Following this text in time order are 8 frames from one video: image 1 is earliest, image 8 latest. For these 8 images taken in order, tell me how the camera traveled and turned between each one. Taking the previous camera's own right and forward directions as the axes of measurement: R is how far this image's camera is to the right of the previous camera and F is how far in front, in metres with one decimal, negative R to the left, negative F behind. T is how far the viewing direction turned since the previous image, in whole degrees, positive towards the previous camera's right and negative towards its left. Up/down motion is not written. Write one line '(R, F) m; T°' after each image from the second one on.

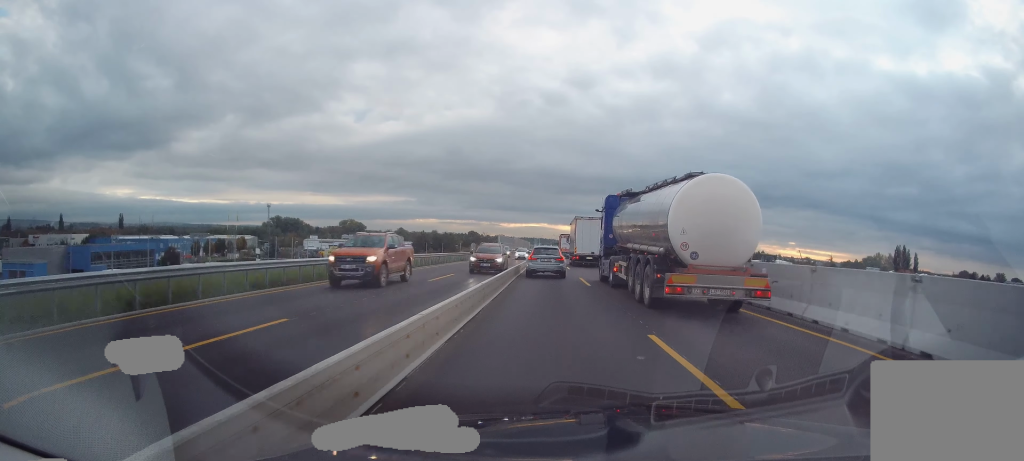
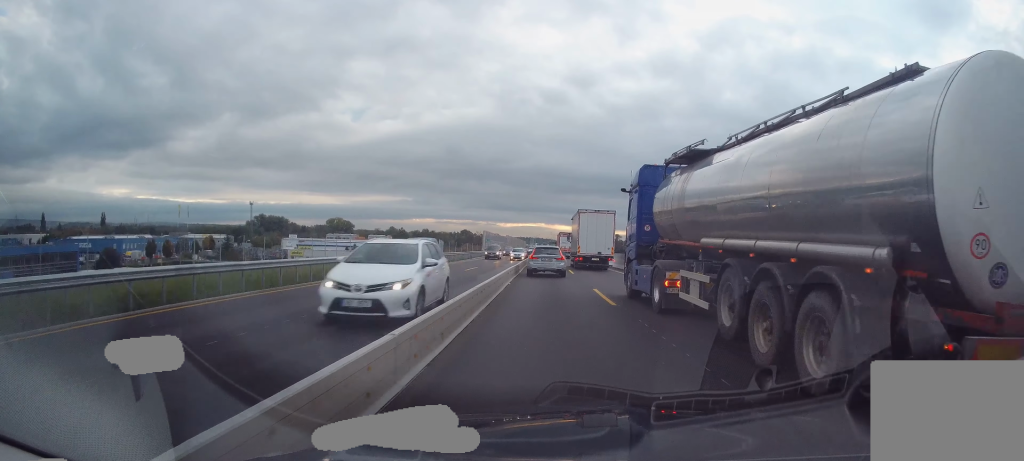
(-0.2, +25.5) m; +1°
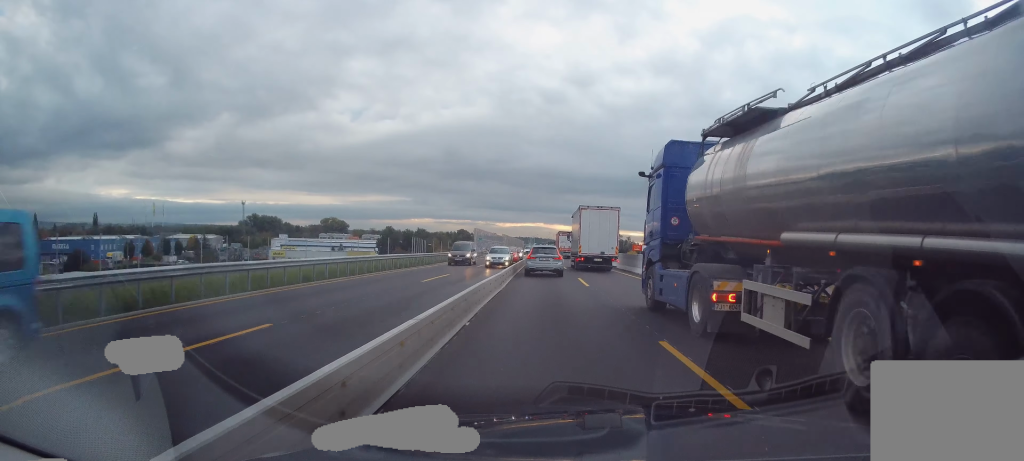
(+0.4, +10.6) m; 0°
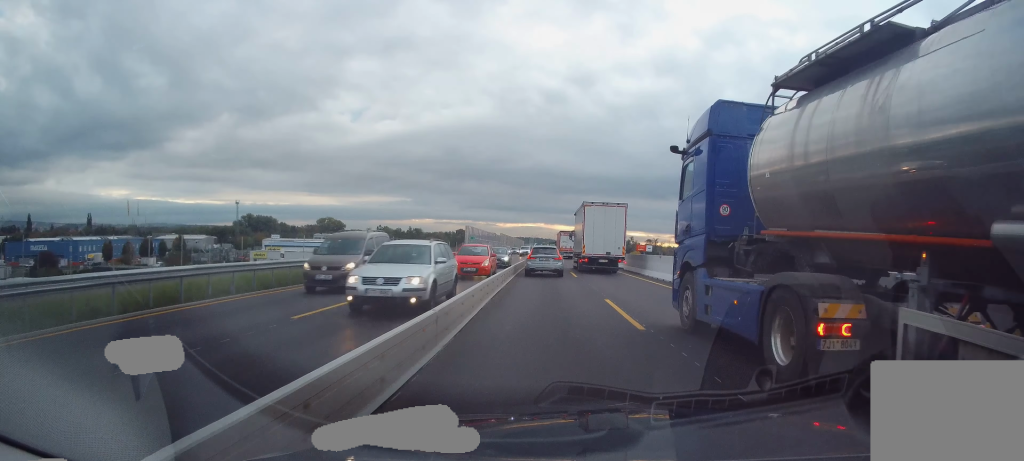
(-0.3, +11.3) m; 0°
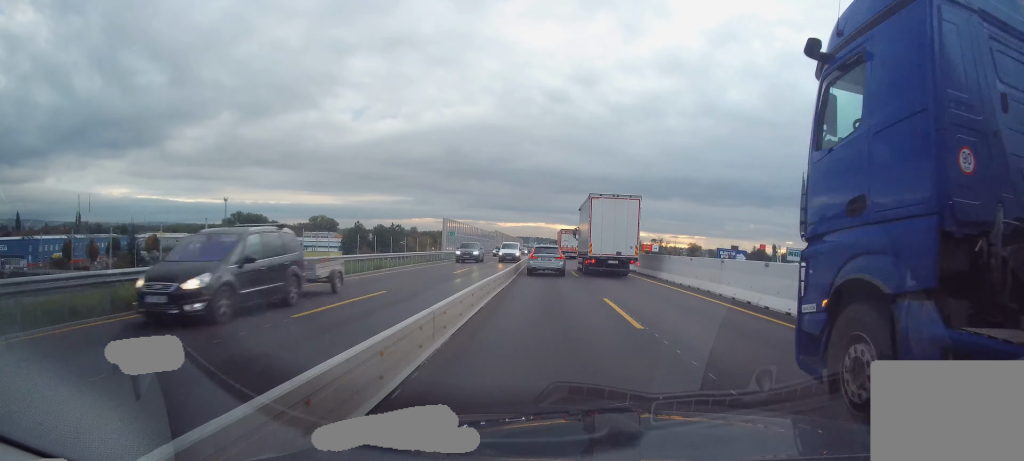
(+0.2, +17.6) m; 0°
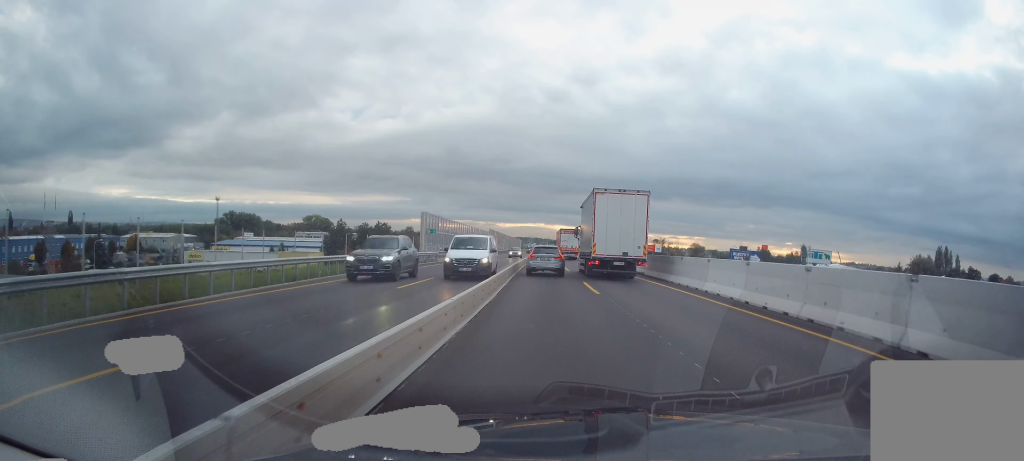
(-0.1, +10.7) m; 0°
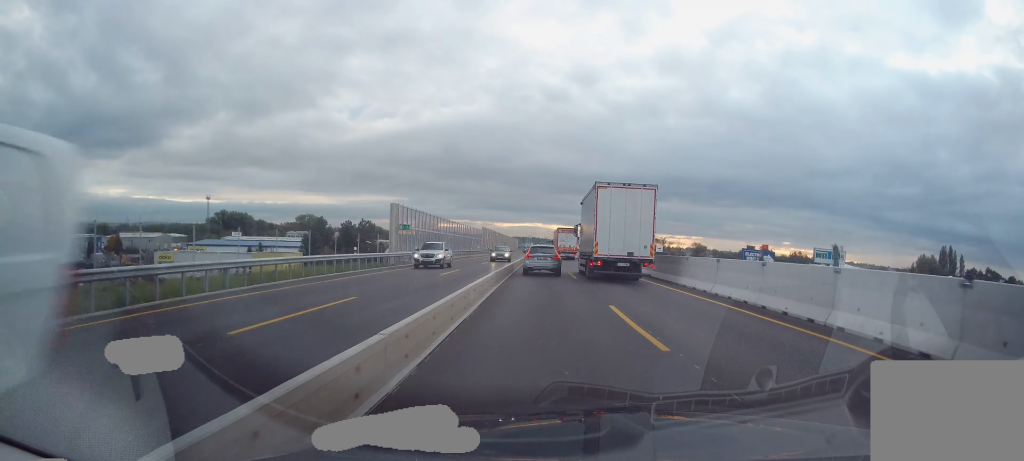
(-0.3, +9.5) m; 0°
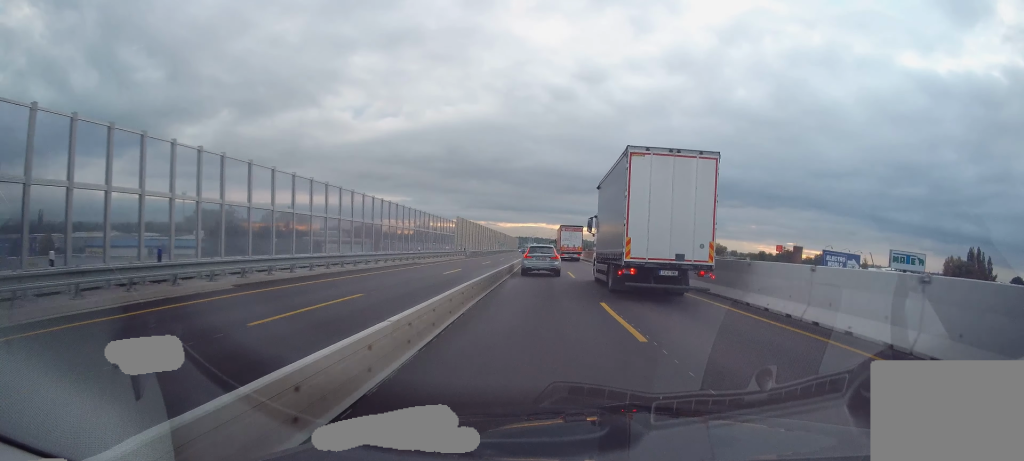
(+0.9, +35.2) m; -1°
